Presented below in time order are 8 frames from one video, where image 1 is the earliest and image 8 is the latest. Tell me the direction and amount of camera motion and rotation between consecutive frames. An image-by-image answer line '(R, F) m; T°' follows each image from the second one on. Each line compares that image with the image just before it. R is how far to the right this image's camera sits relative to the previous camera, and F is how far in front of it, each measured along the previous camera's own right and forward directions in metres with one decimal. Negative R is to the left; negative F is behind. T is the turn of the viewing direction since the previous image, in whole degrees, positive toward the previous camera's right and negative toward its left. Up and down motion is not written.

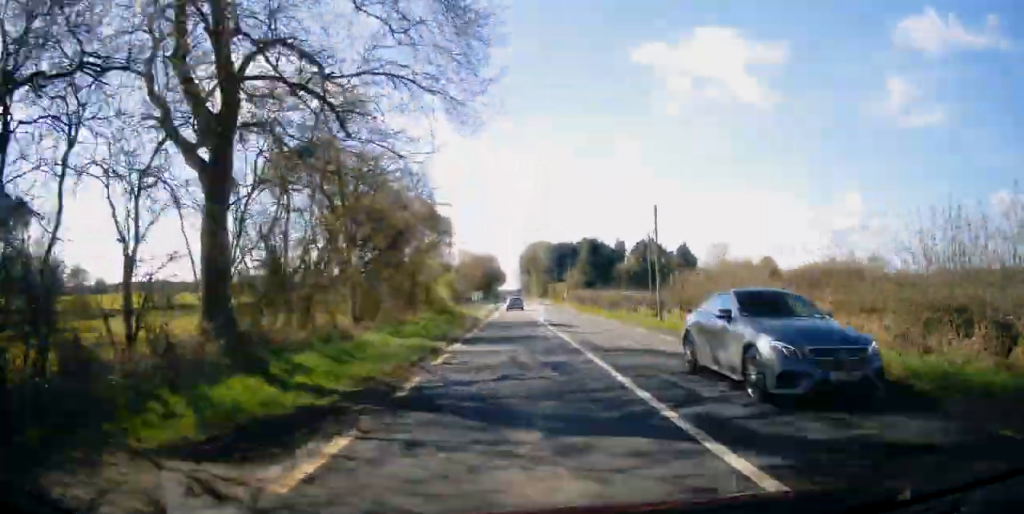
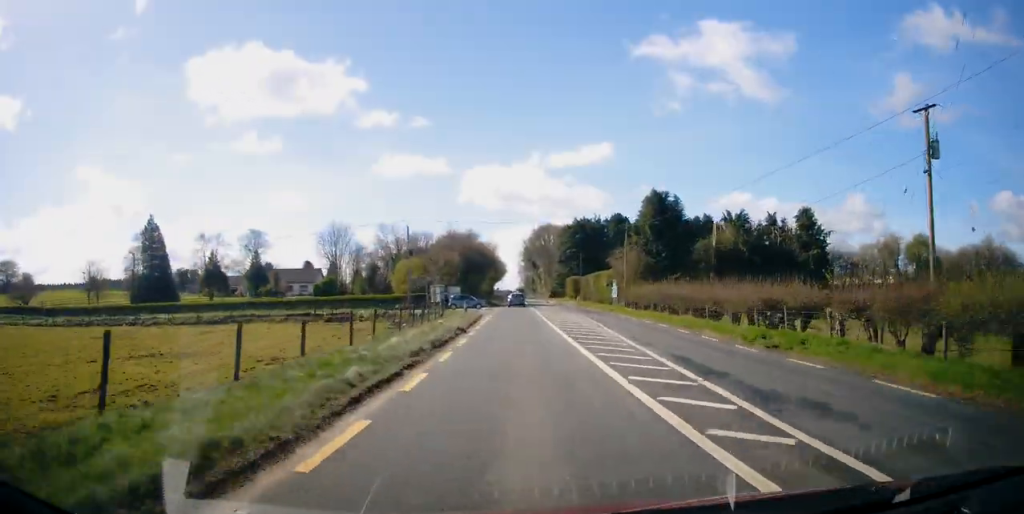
(-4.7, +48.1) m; -6°
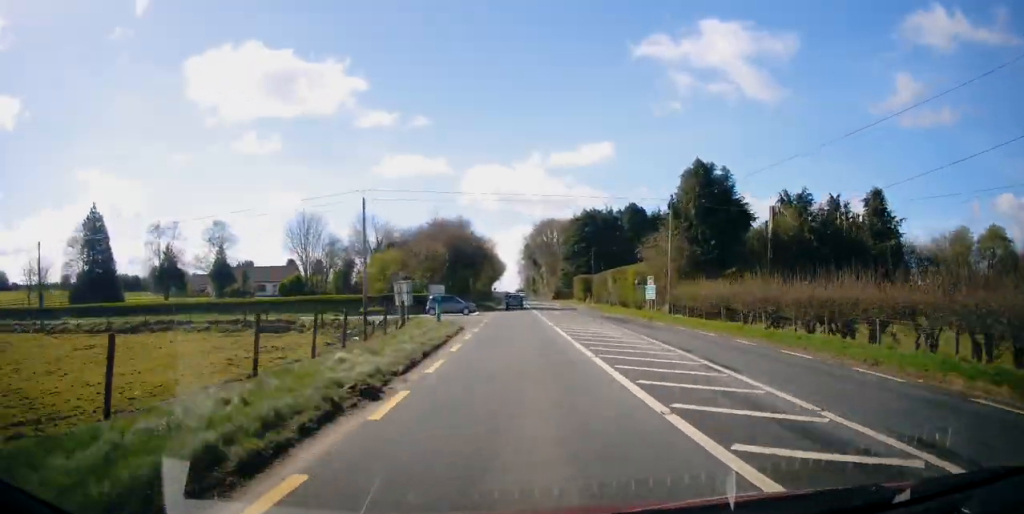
(+0.1, +14.0) m; 0°
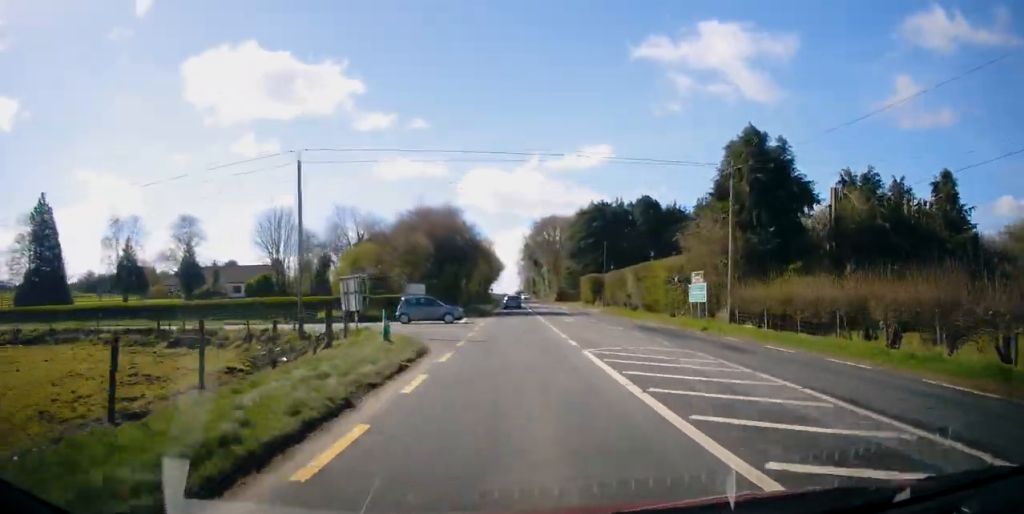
(0.0, +10.2) m; 0°
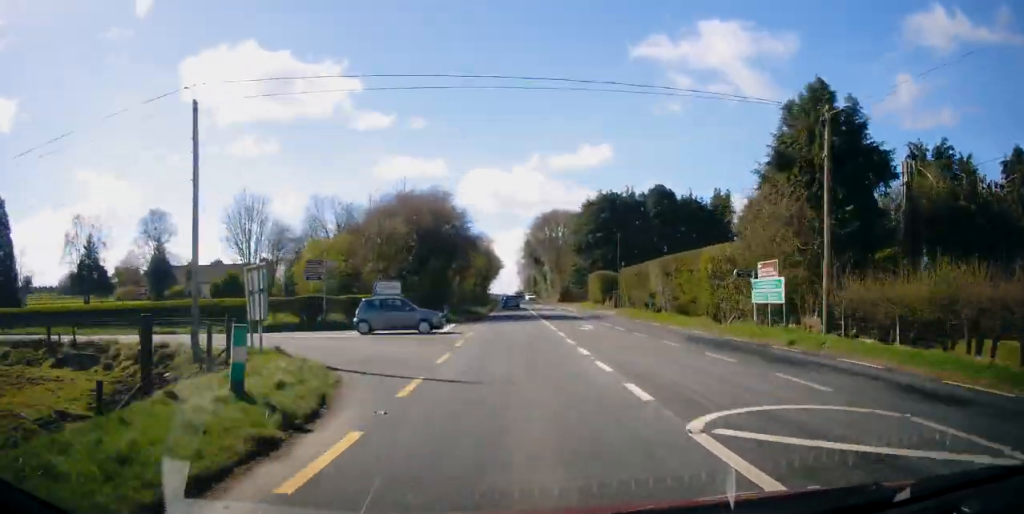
(0.0, +8.3) m; 0°
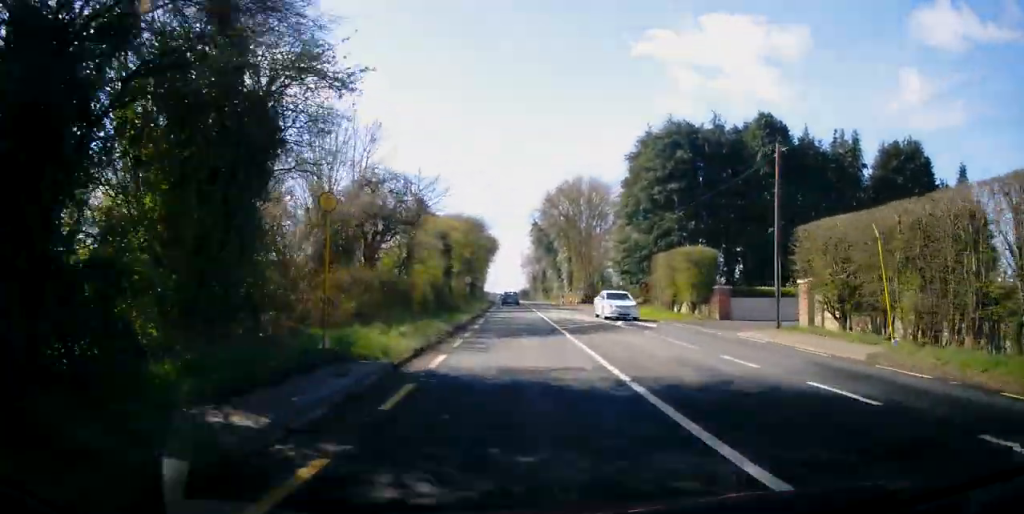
(0.0, +33.5) m; 0°
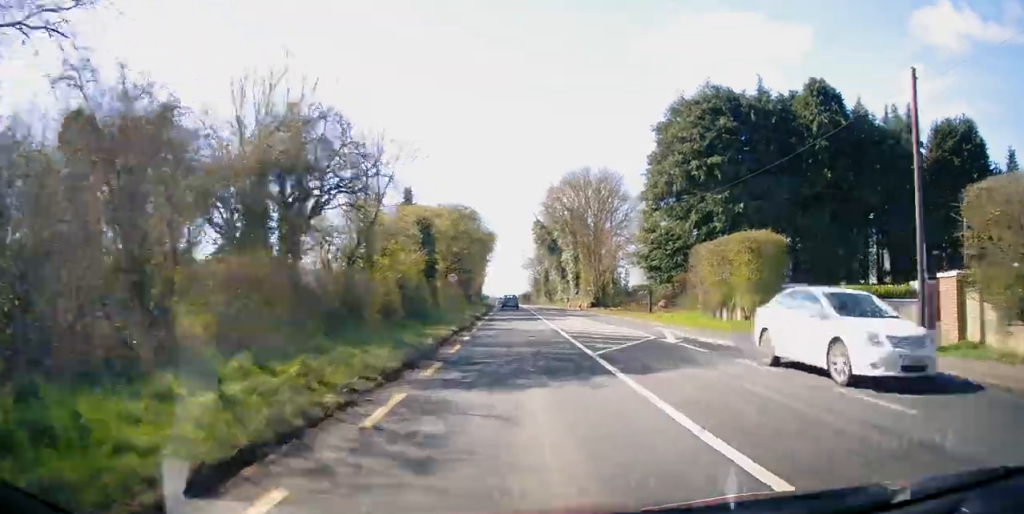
(-0.1, +9.1) m; 0°
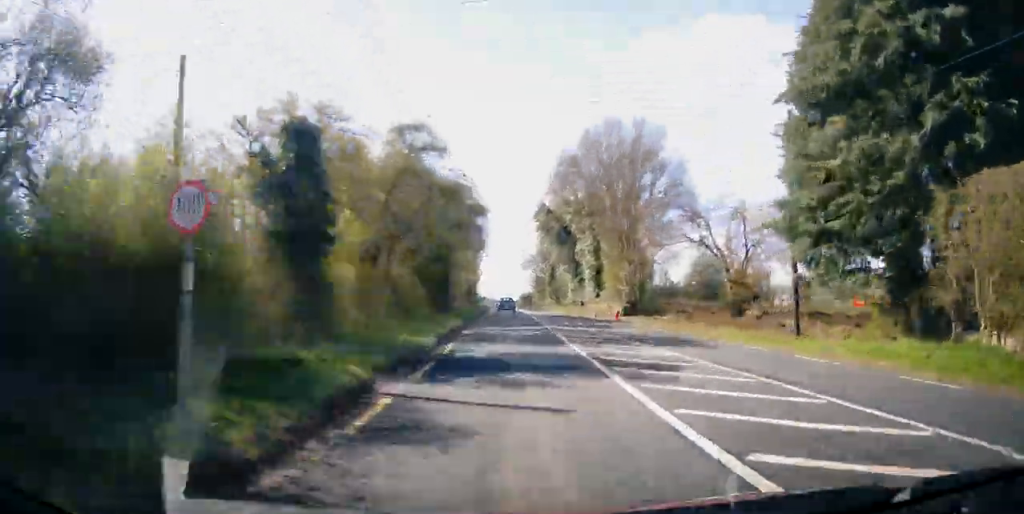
(0.0, +20.9) m; 0°
